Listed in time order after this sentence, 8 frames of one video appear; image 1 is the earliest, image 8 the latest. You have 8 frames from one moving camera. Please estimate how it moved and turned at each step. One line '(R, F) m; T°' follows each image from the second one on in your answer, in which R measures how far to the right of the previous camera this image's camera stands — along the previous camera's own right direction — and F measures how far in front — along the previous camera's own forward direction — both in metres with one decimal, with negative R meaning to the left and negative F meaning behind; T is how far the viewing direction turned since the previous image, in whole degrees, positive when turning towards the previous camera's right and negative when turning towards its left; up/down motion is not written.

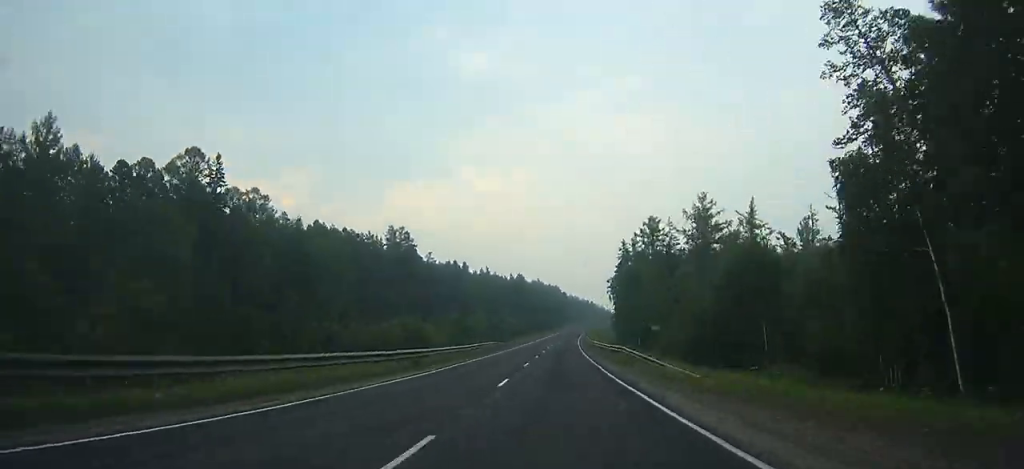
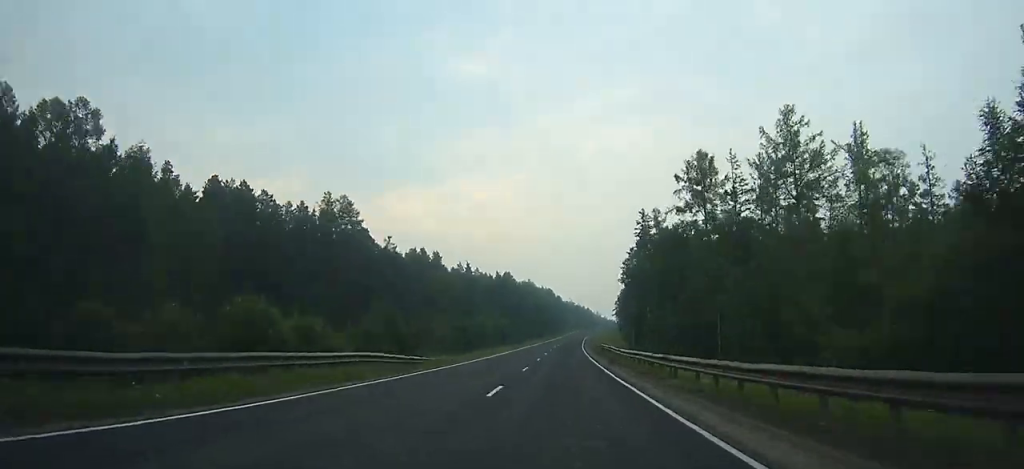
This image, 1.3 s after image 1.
(+0.2, +38.8) m; +1°
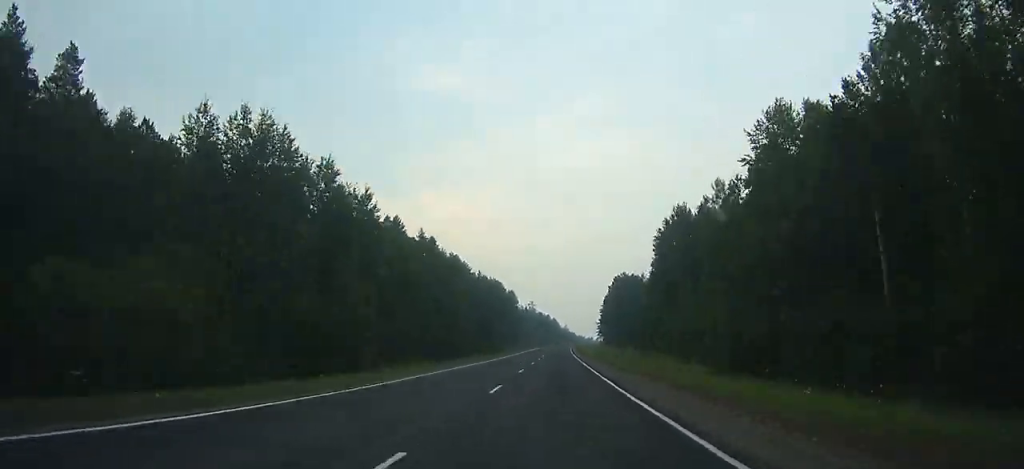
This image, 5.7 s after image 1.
(+2.8, +131.2) m; +3°
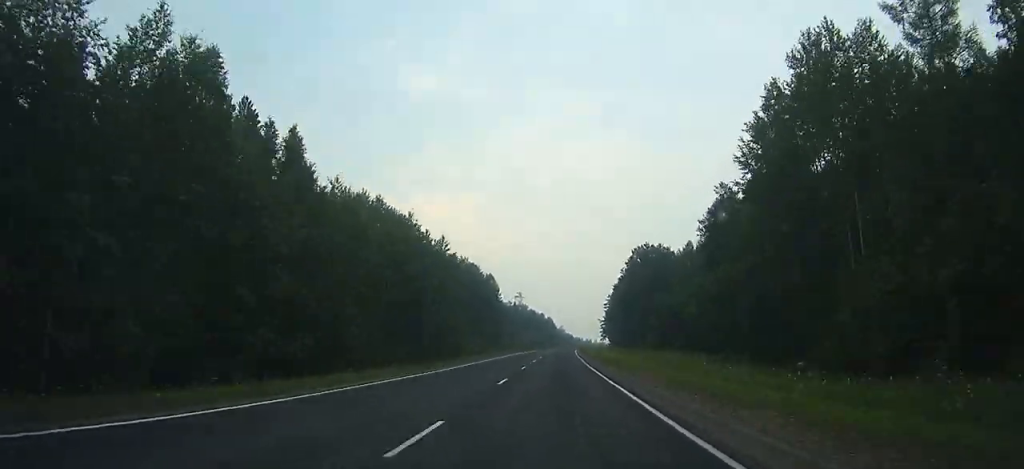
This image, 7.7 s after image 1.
(+0.8, +57.8) m; +1°
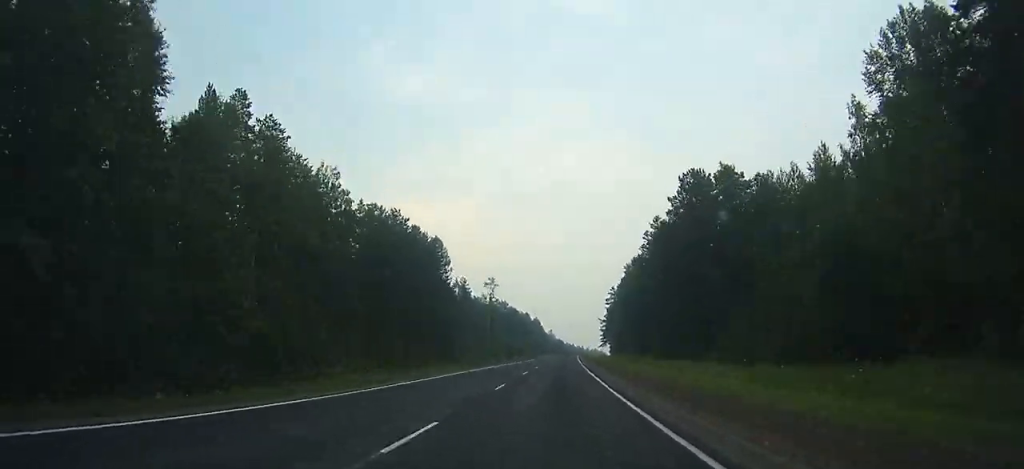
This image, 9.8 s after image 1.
(+0.5, +59.6) m; +1°
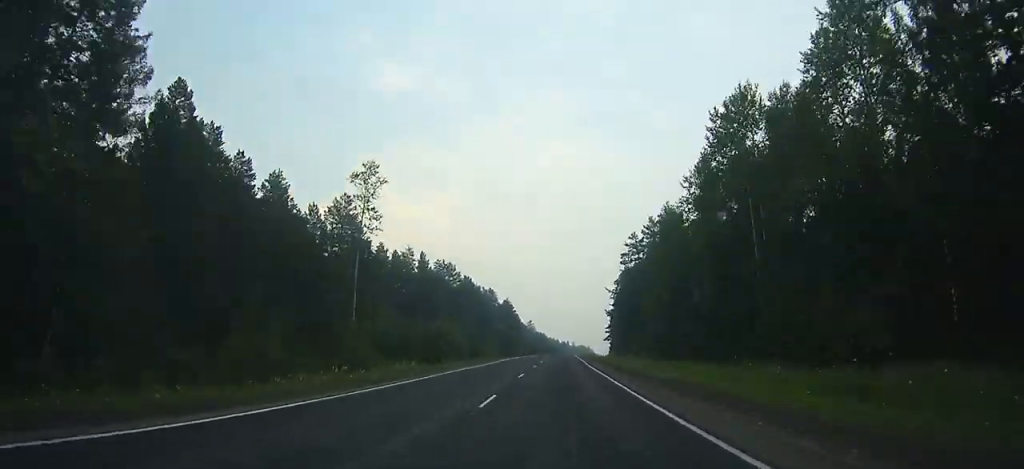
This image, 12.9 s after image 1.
(+1.2, +85.8) m; +2°
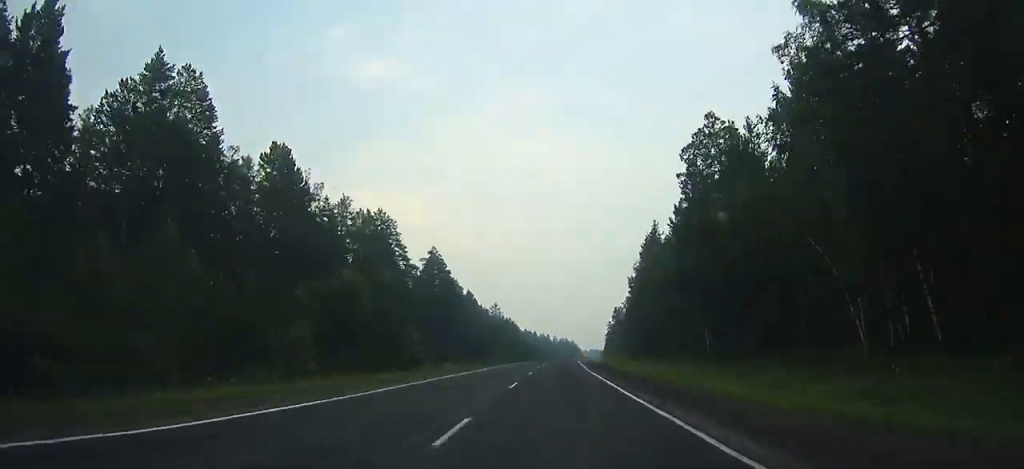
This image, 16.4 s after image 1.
(+1.7, +97.7) m; +2°
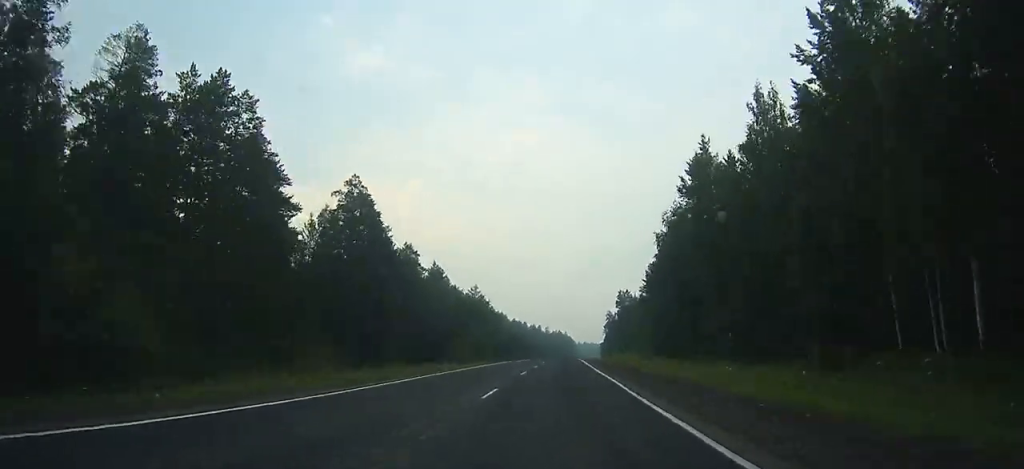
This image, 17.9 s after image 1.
(0.0, +42.7) m; +1°
